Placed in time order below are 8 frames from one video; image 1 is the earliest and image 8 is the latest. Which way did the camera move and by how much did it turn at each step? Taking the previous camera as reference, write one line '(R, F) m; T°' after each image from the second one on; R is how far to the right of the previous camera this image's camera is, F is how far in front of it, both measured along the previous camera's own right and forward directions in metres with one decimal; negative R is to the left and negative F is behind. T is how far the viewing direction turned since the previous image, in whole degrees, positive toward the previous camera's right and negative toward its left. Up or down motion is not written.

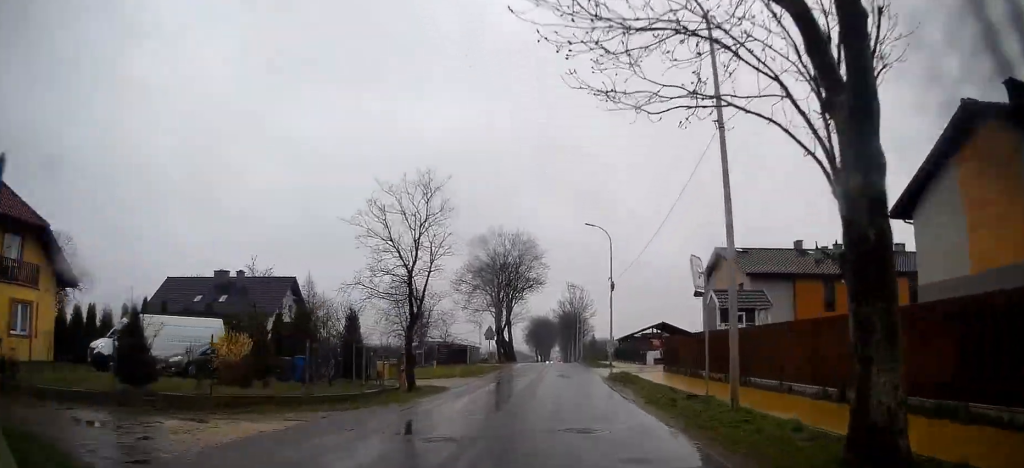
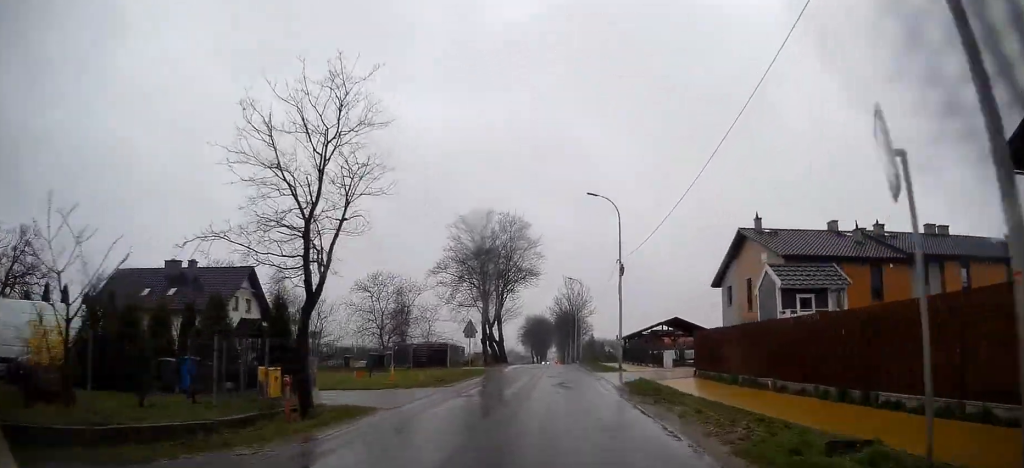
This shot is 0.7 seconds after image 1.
(+0.1, +8.1) m; 0°
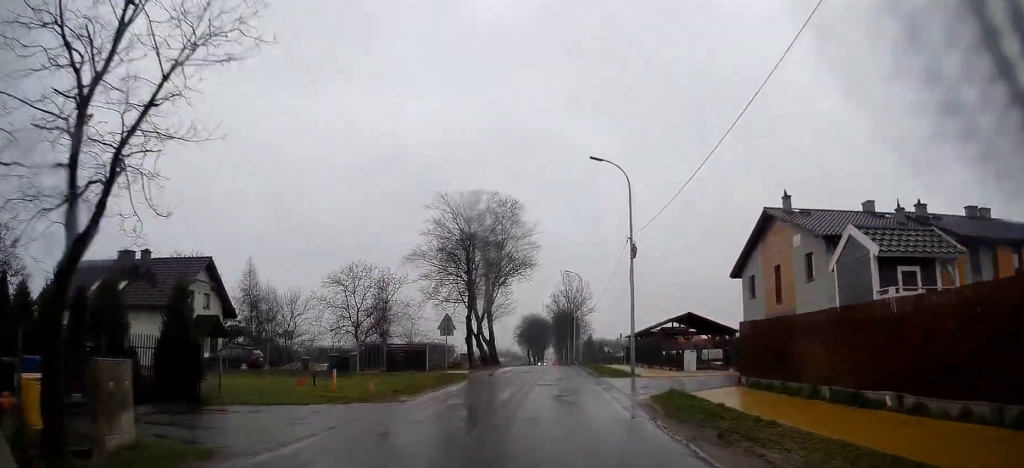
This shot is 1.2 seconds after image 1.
(-0.1, +6.4) m; 0°
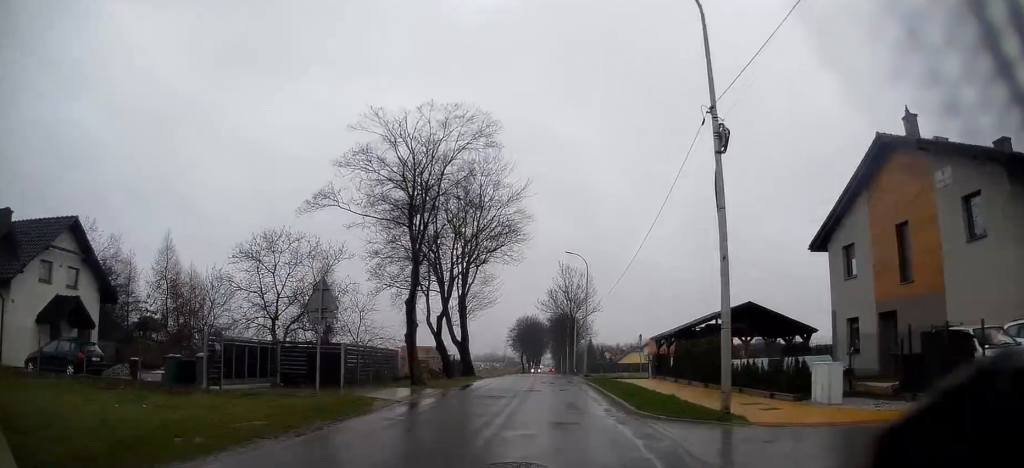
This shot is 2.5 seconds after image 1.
(+0.1, +14.9) m; +1°
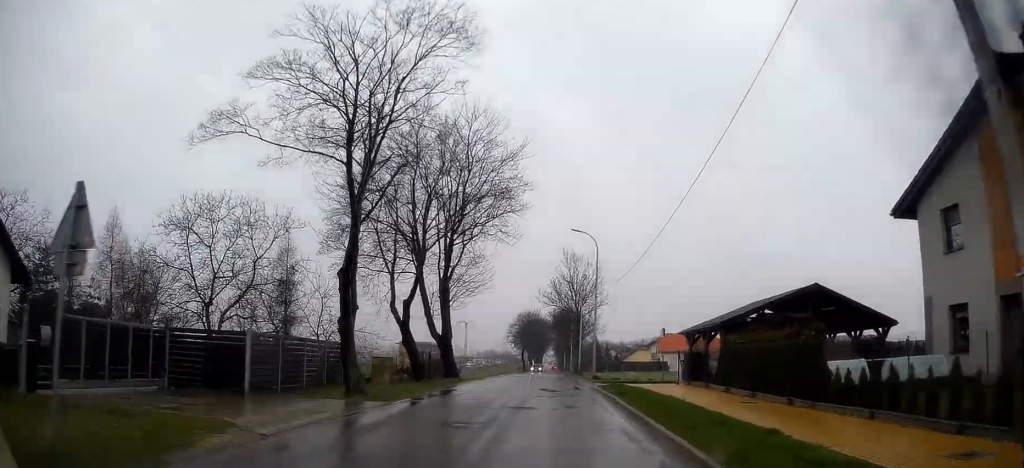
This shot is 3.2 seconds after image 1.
(0.0, +7.8) m; 0°
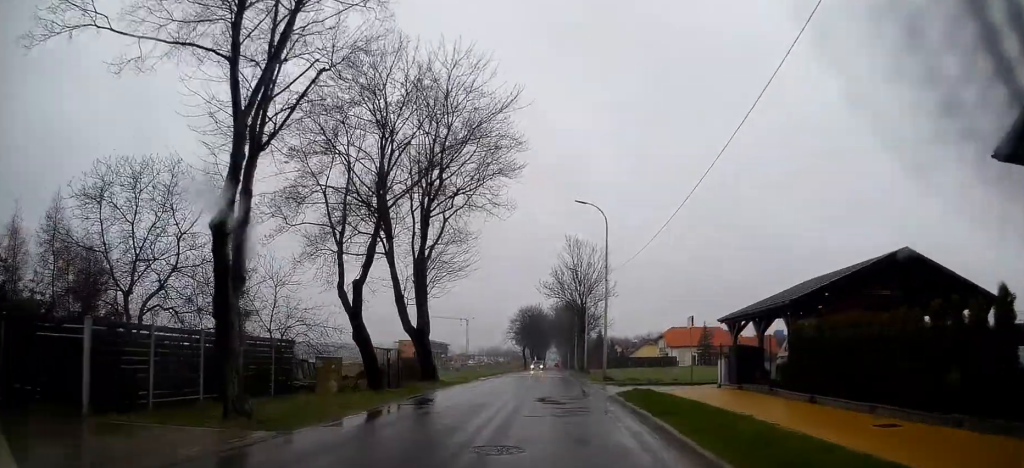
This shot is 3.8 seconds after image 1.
(-0.1, +6.5) m; -1°
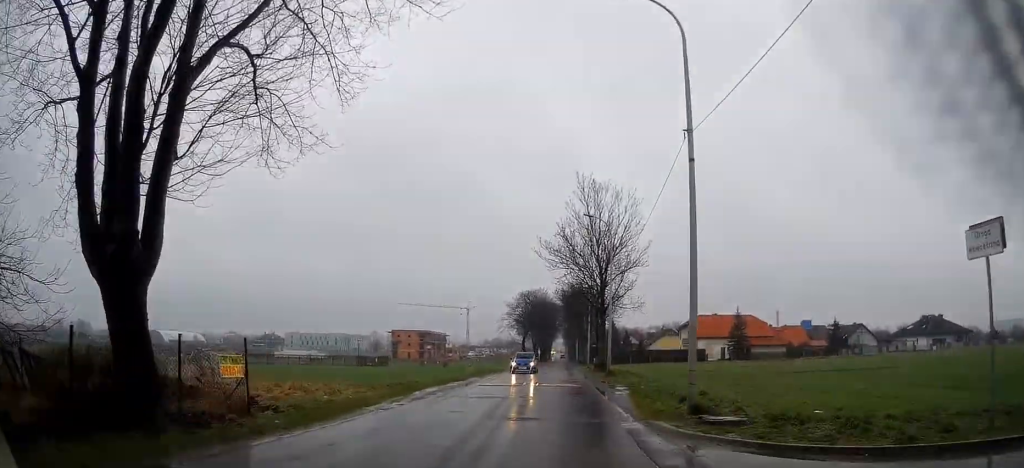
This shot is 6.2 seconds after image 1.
(-0.3, +21.4) m; -1°
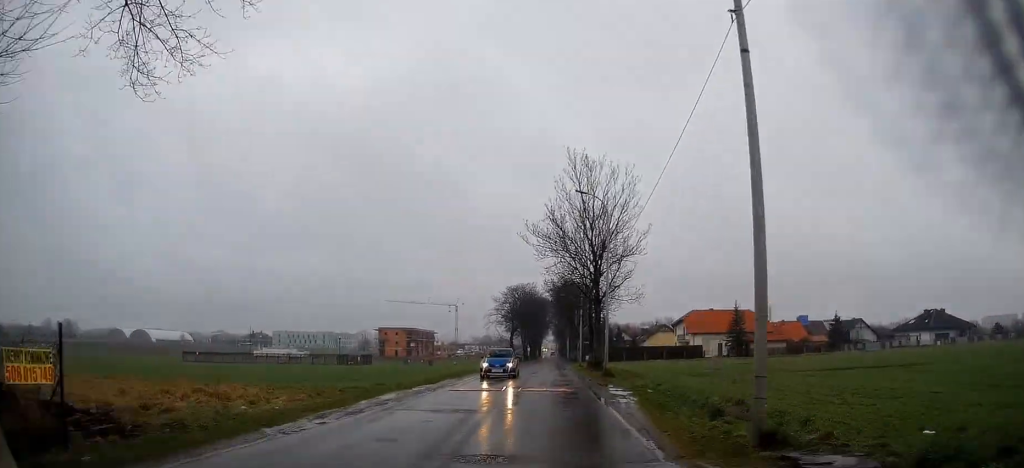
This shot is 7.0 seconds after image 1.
(0.0, +5.2) m; +1°
